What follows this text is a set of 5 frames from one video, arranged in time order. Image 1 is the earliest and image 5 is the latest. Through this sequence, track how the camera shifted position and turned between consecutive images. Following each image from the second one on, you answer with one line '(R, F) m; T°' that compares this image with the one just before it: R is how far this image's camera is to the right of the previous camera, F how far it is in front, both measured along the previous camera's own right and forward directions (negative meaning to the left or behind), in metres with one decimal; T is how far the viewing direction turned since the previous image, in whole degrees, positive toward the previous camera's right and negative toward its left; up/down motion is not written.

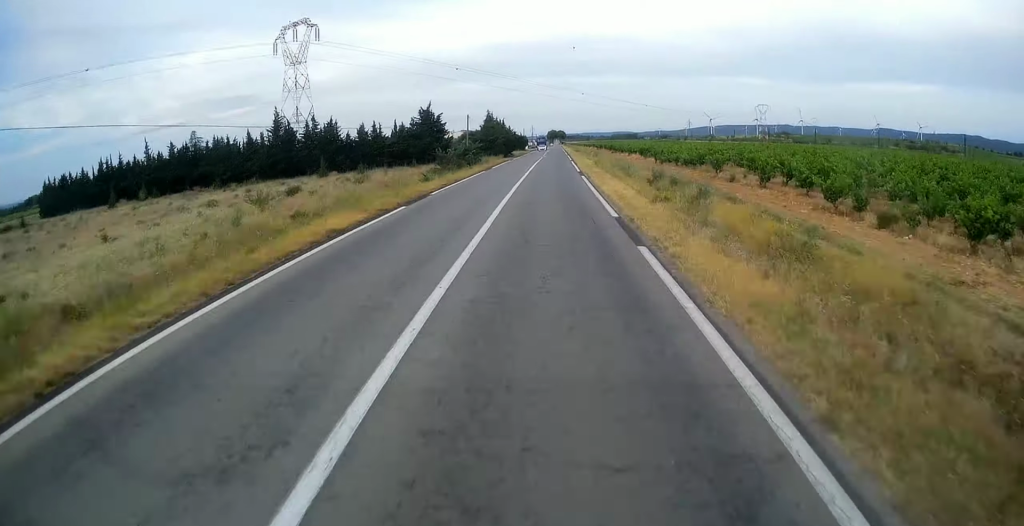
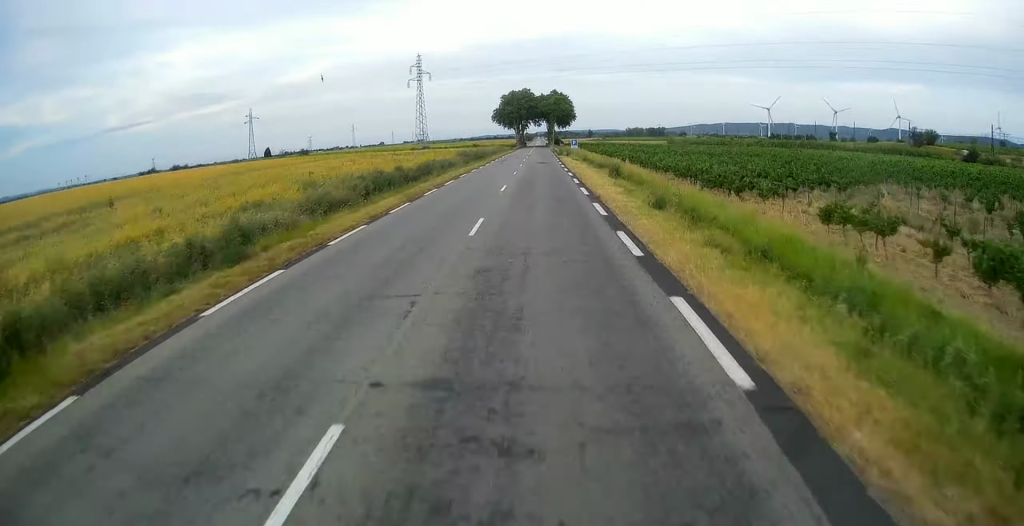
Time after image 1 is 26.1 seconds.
(+13.0, +600.5) m; +1°
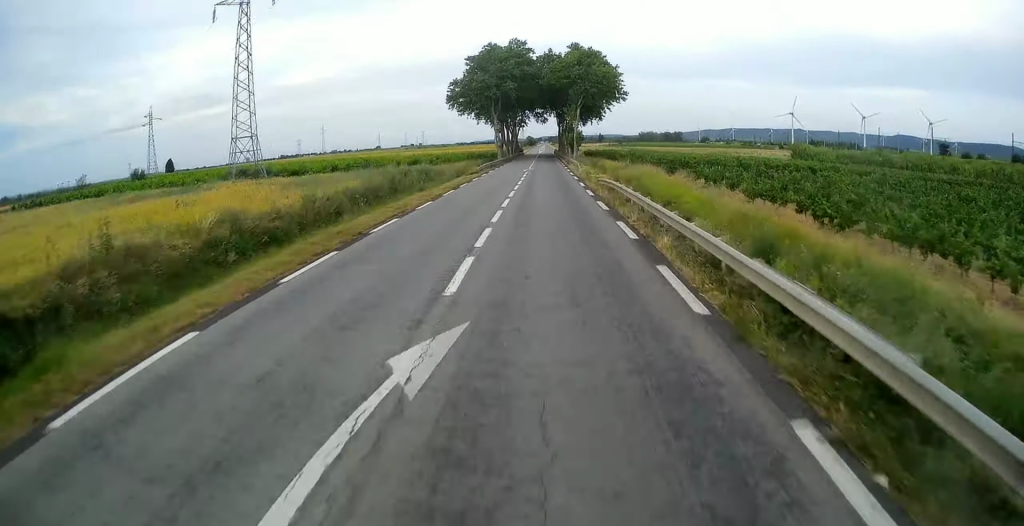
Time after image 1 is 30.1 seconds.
(+0.1, +96.1) m; 0°
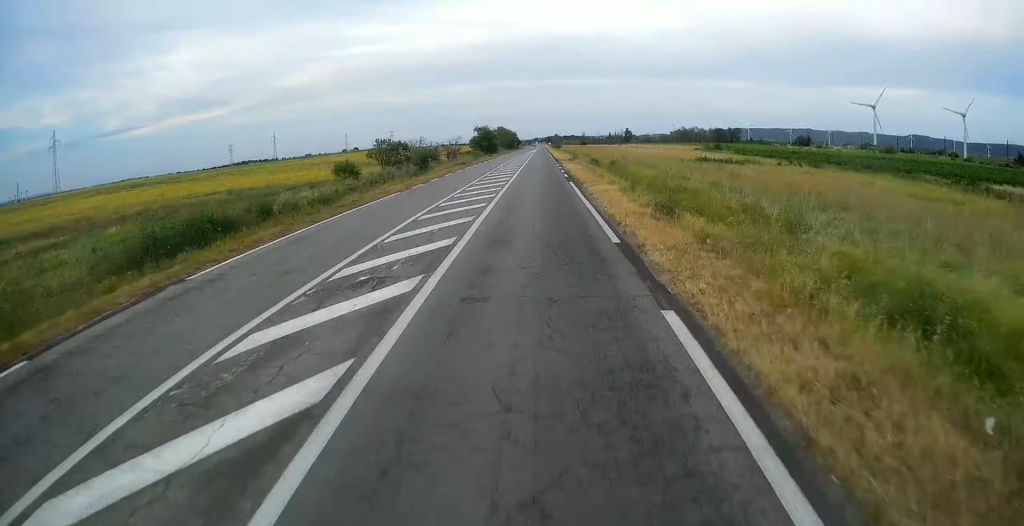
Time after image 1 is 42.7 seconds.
(+0.6, +300.3) m; 0°
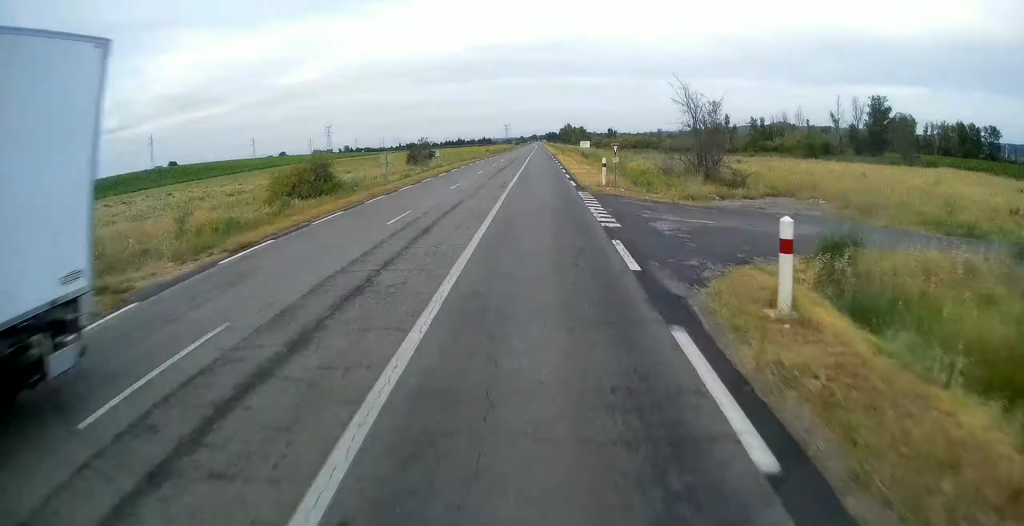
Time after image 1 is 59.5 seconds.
(+0.7, +397.6) m; 0°
